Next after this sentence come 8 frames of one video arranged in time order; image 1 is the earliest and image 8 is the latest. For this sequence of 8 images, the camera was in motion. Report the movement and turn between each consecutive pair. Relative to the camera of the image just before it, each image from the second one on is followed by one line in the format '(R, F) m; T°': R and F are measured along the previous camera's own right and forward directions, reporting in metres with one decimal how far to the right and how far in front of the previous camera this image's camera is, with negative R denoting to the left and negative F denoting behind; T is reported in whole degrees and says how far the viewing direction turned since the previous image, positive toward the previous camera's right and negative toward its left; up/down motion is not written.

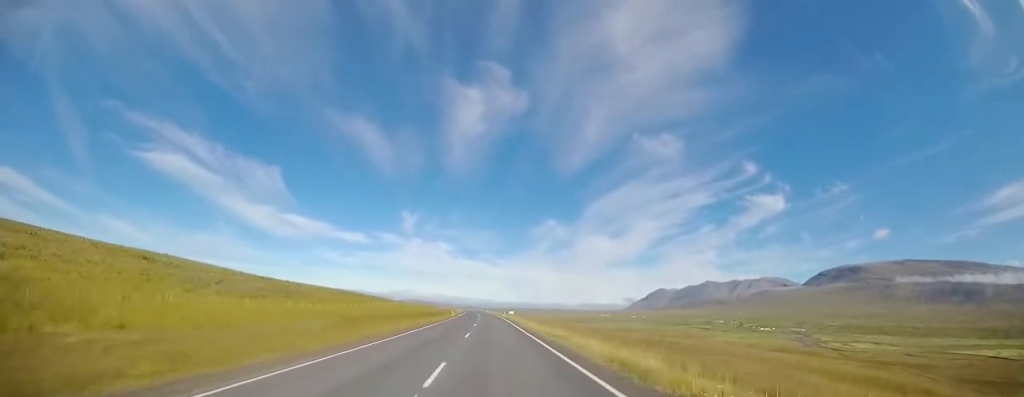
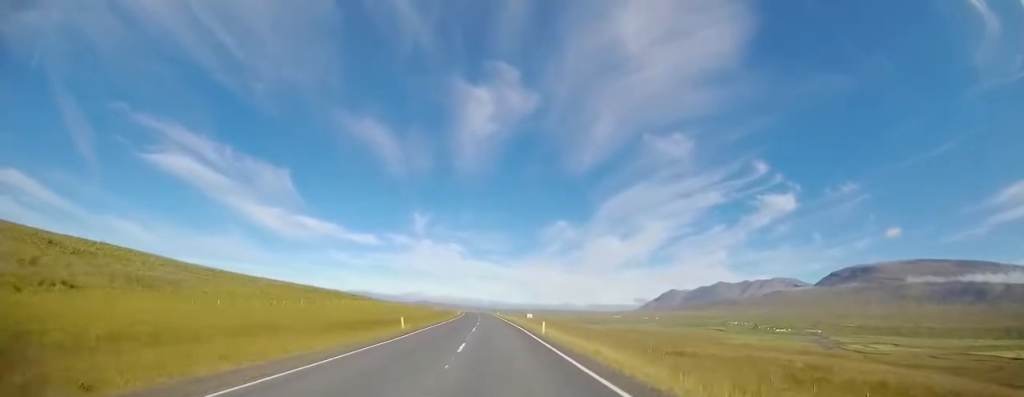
(0.0, +41.6) m; -2°
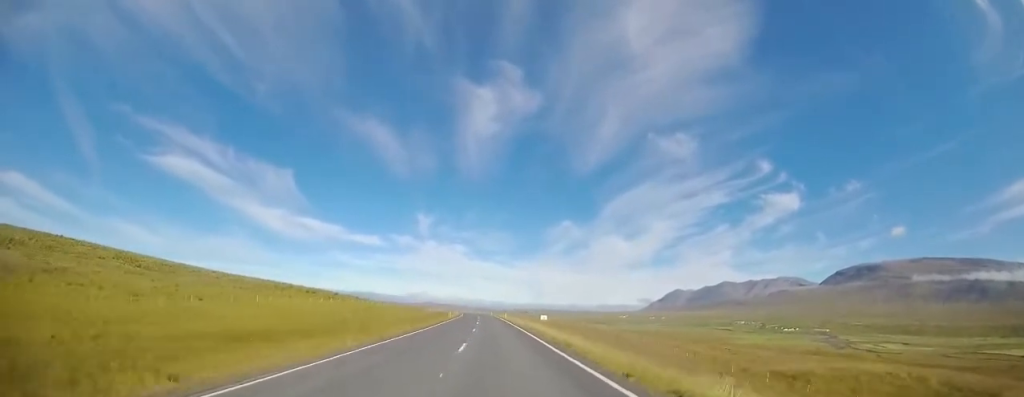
(-0.6, +23.9) m; -1°
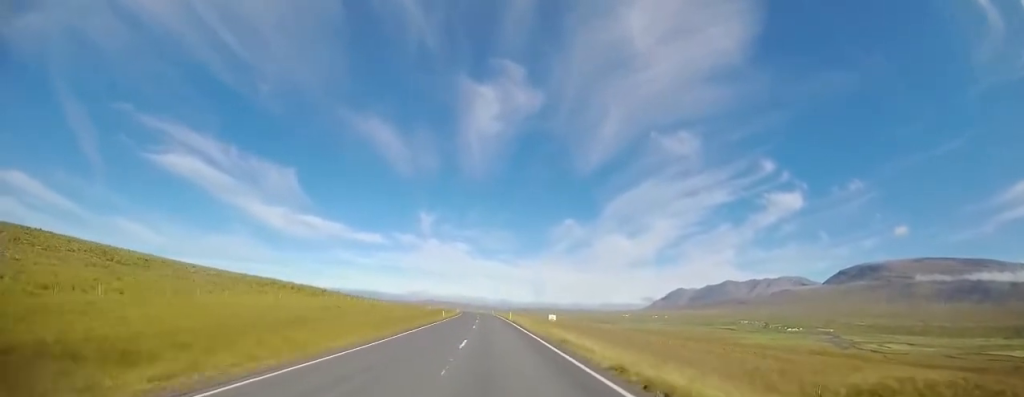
(+0.2, +11.5) m; 0°
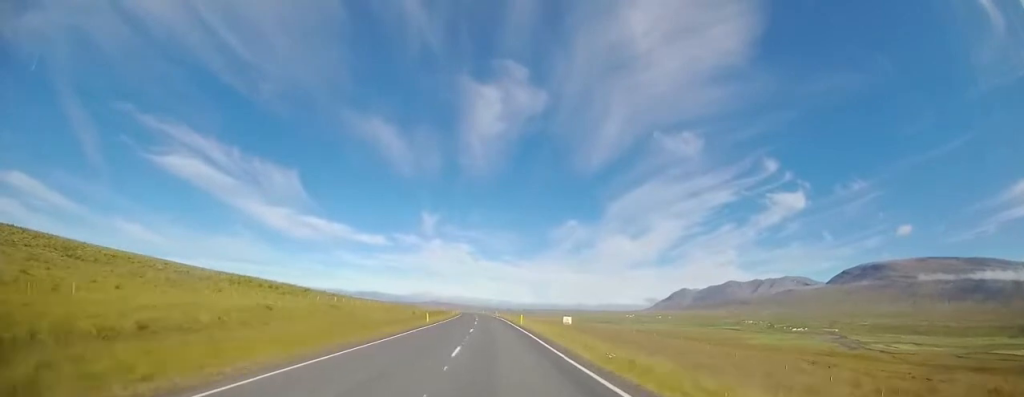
(+0.2, +14.5) m; 0°
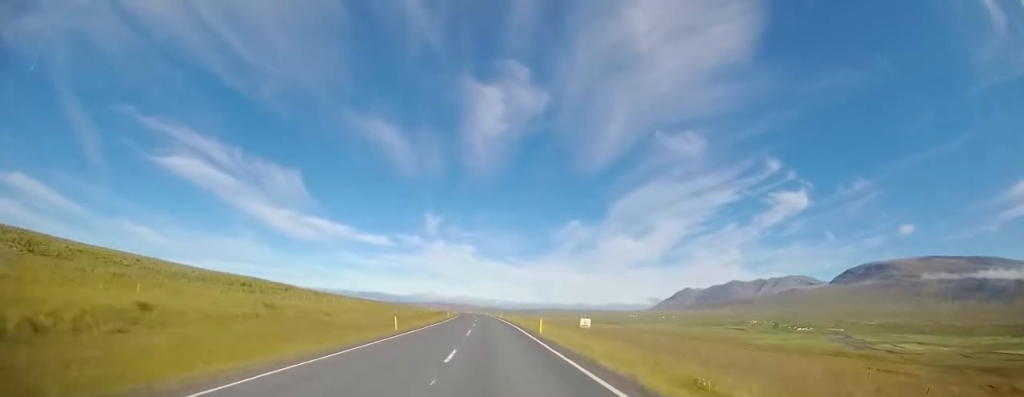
(-0.2, +13.0) m; -1°
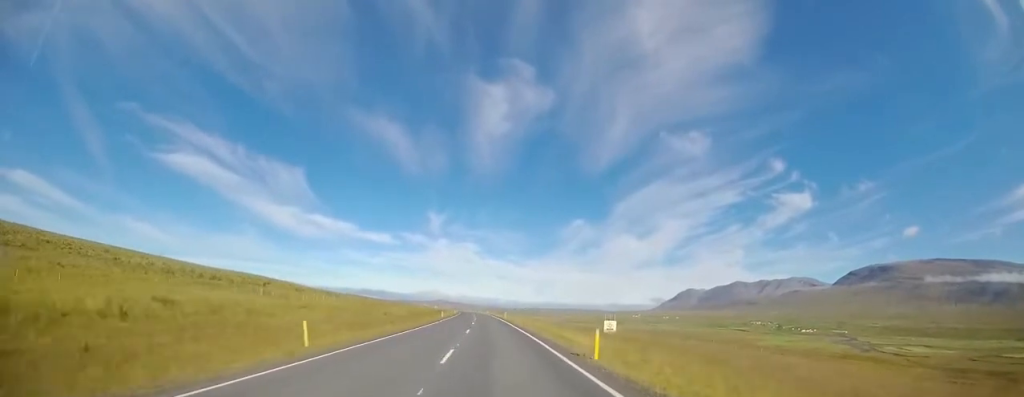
(-0.1, +12.2) m; -1°
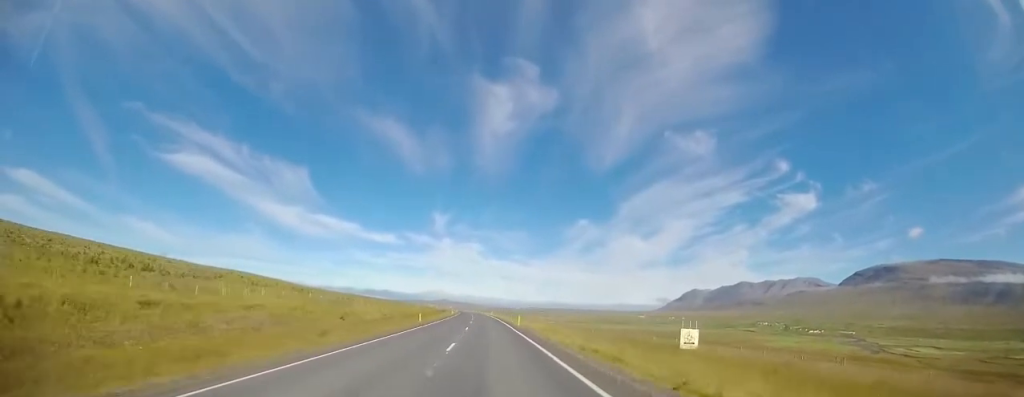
(-0.1, +20.6) m; -1°
